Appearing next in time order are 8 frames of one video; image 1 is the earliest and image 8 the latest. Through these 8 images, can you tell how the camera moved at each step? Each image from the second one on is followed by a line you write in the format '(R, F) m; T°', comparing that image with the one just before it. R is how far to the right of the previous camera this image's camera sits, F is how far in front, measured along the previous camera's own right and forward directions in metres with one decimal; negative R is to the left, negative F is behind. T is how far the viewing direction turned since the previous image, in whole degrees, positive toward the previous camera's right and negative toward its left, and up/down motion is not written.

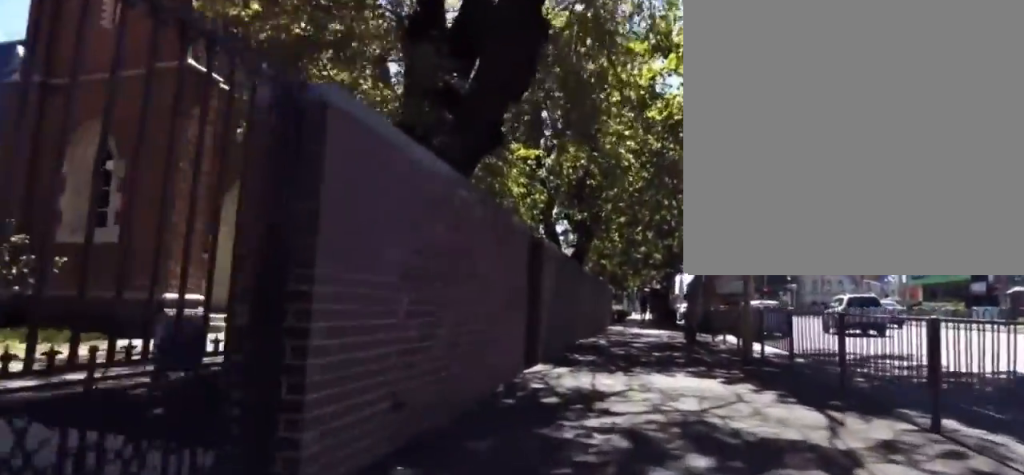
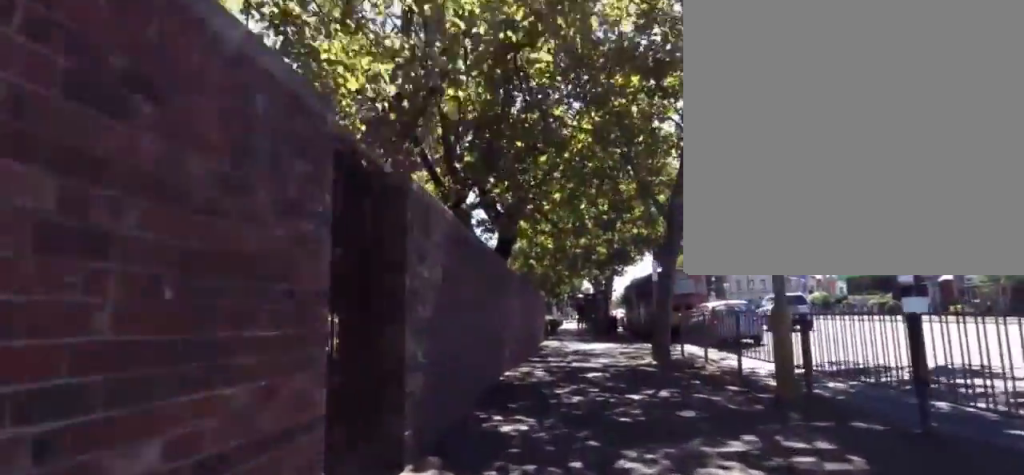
(-0.7, +7.9) m; -3°
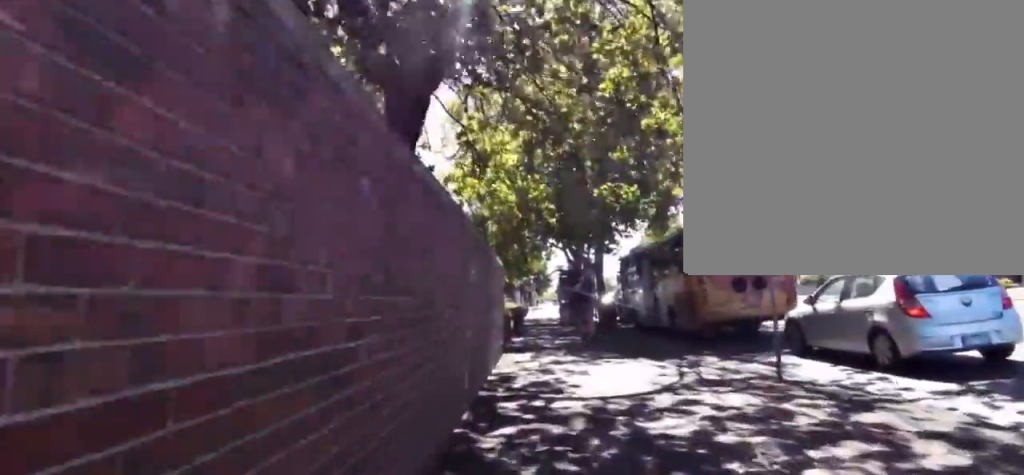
(+0.5, +15.7) m; 0°
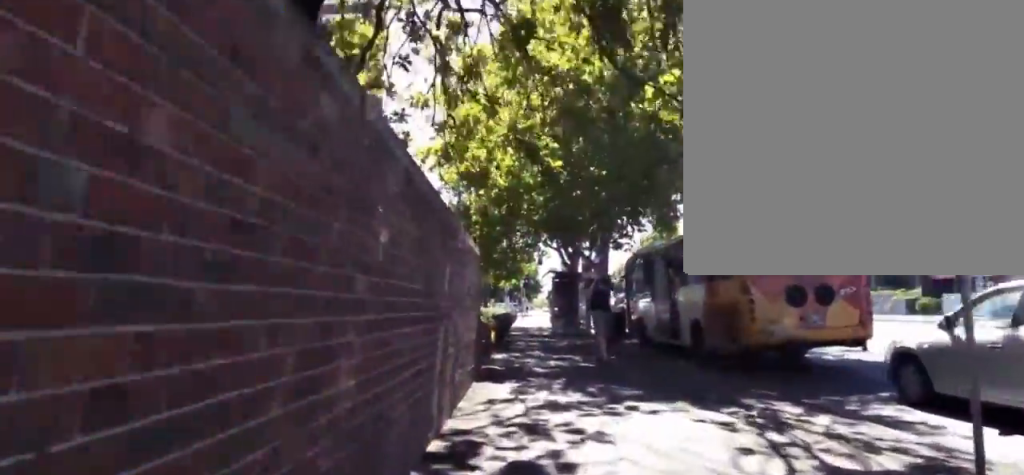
(-0.1, +4.4) m; -4°
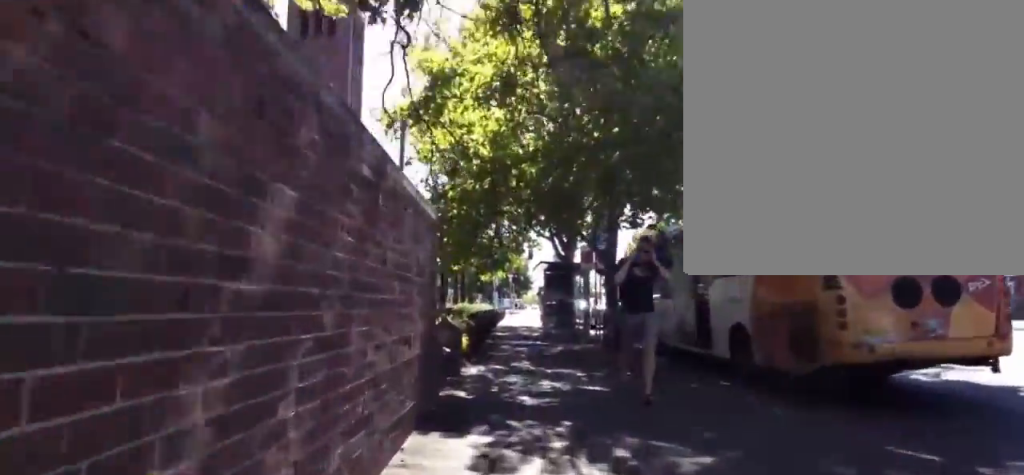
(+0.1, +4.2) m; -6°
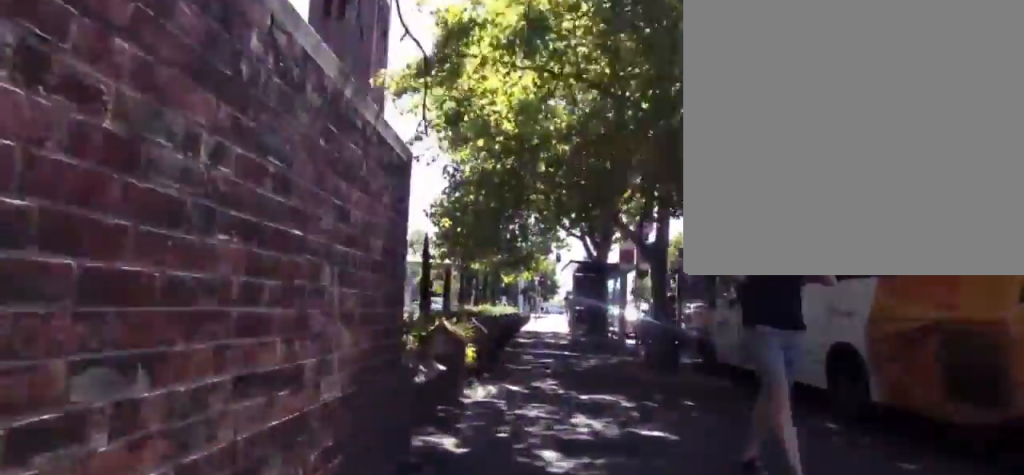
(-0.3, +3.1) m; -2°
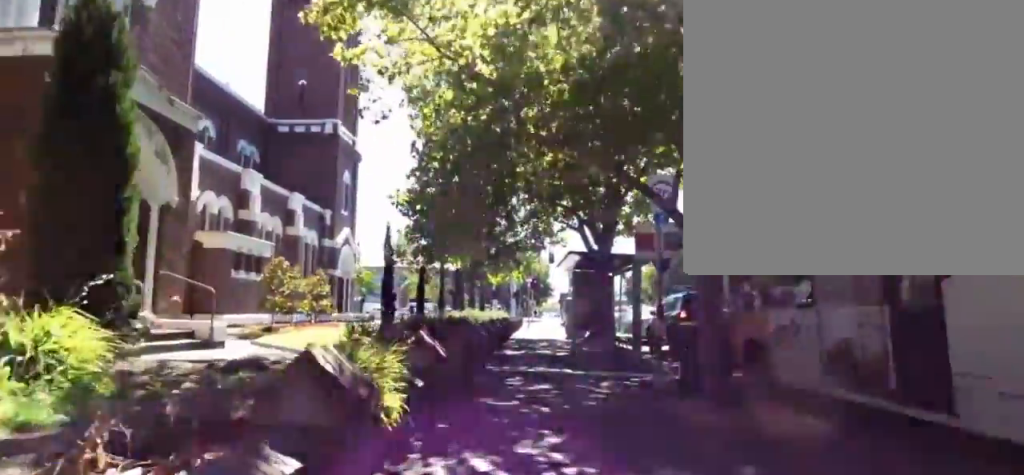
(-0.6, +4.3) m; -1°
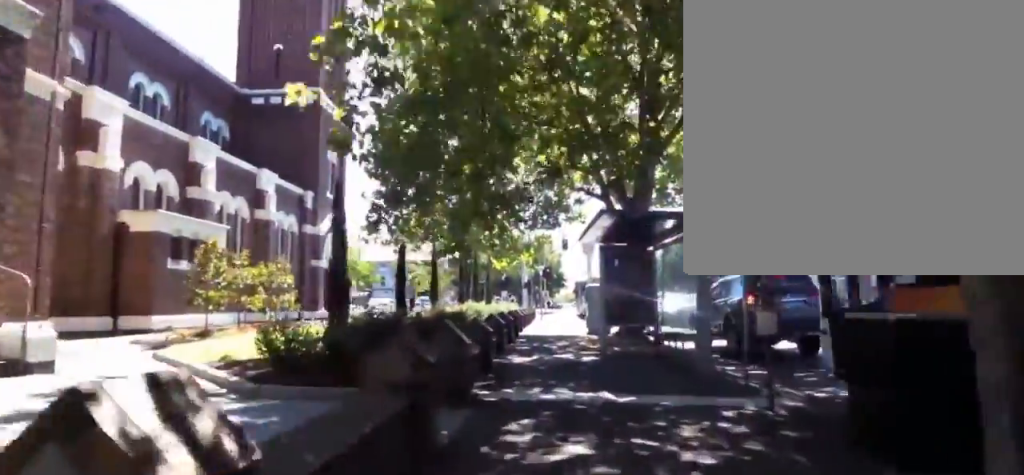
(+0.4, +5.7) m; -5°
